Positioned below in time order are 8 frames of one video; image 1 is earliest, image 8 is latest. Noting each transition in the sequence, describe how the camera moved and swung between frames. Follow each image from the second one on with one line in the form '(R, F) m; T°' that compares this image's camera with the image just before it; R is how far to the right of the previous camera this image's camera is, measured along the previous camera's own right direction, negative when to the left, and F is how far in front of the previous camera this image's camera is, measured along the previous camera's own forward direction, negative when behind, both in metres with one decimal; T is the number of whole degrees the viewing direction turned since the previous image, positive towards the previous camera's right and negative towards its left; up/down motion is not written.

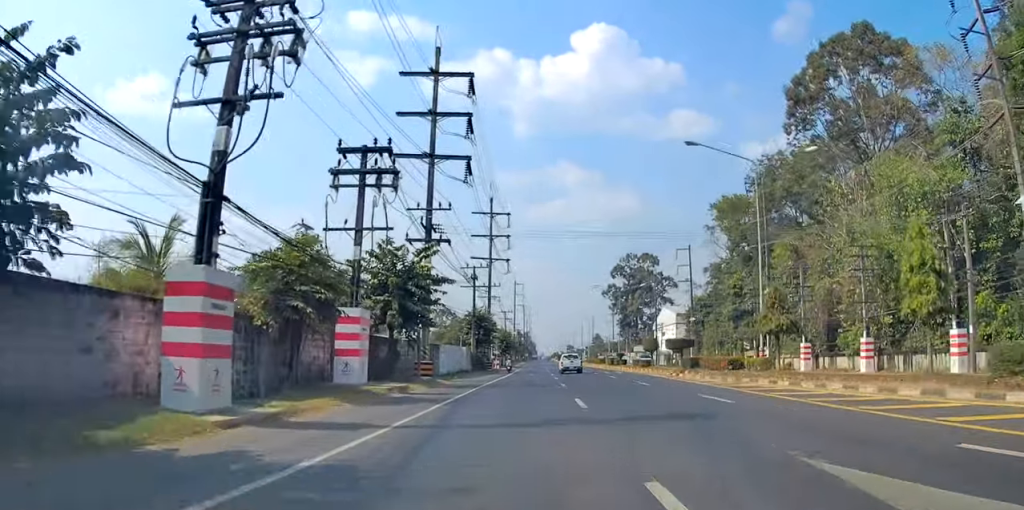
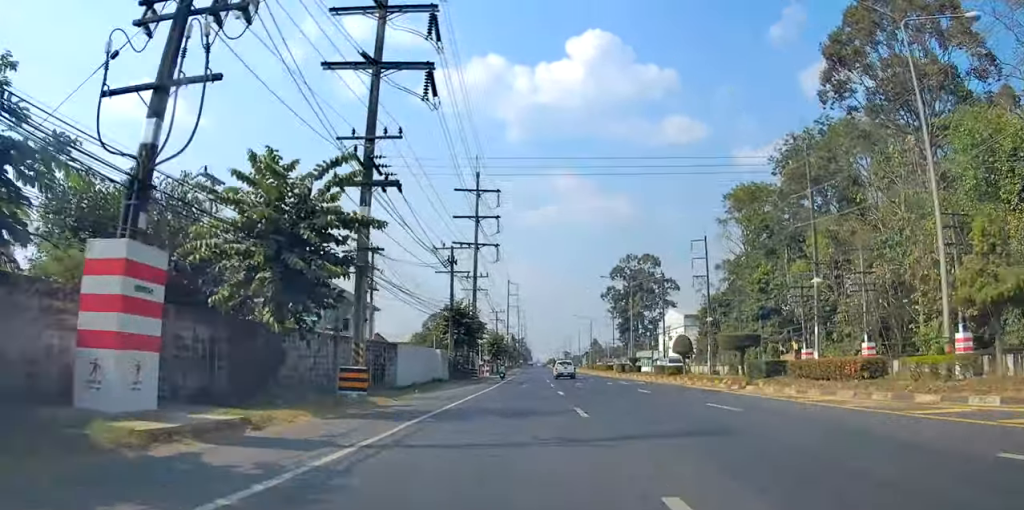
(+0.4, +13.3) m; 0°
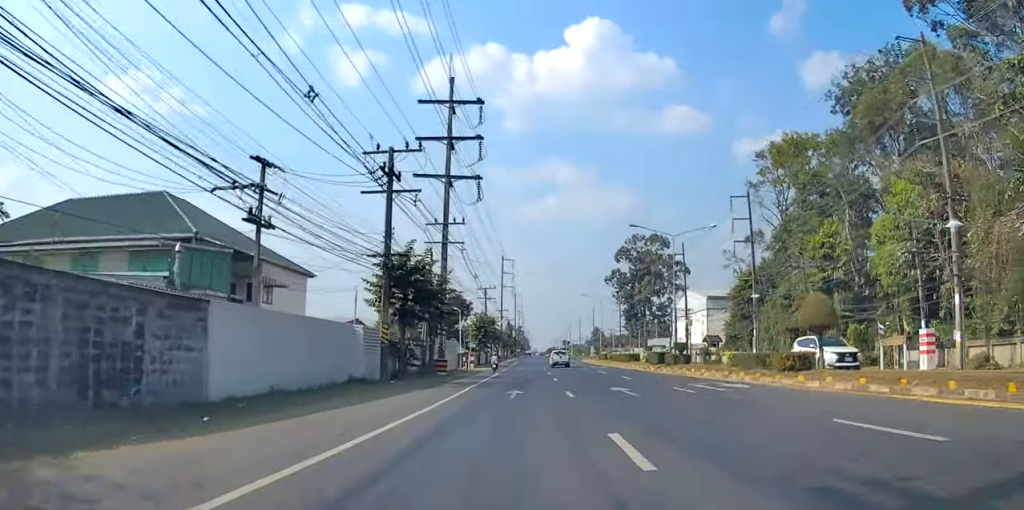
(-0.7, +20.2) m; 0°
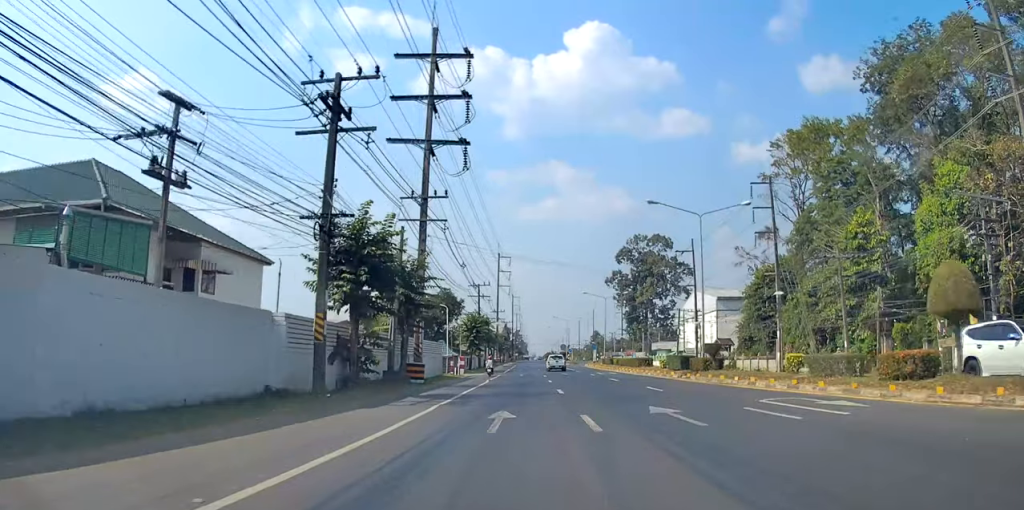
(+0.3, +7.8) m; 0°
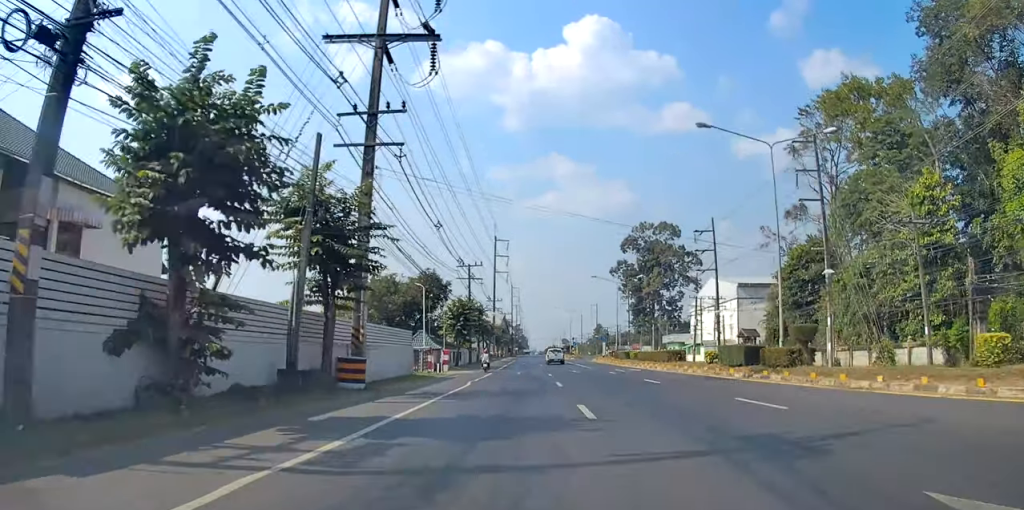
(+0.3, +11.7) m; 0°
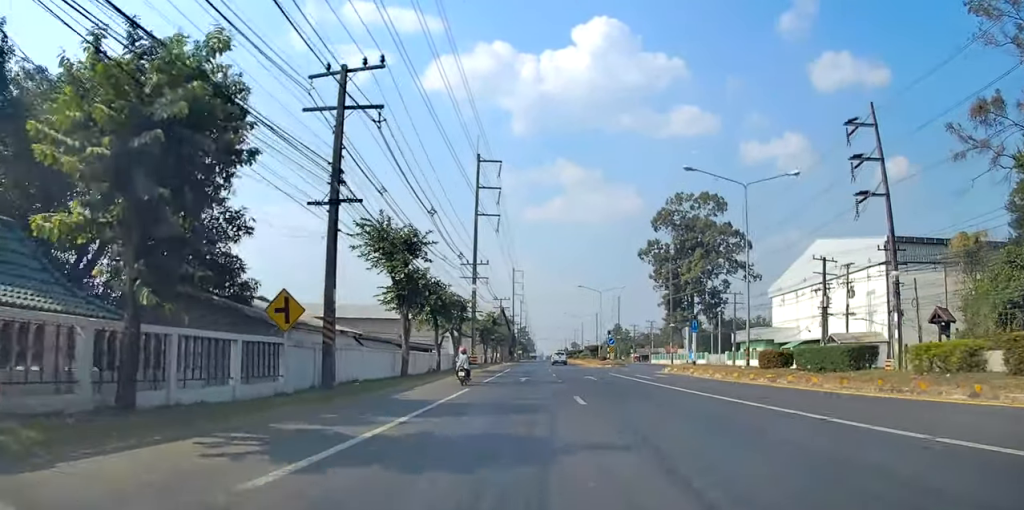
(+0.2, +44.5) m; +2°
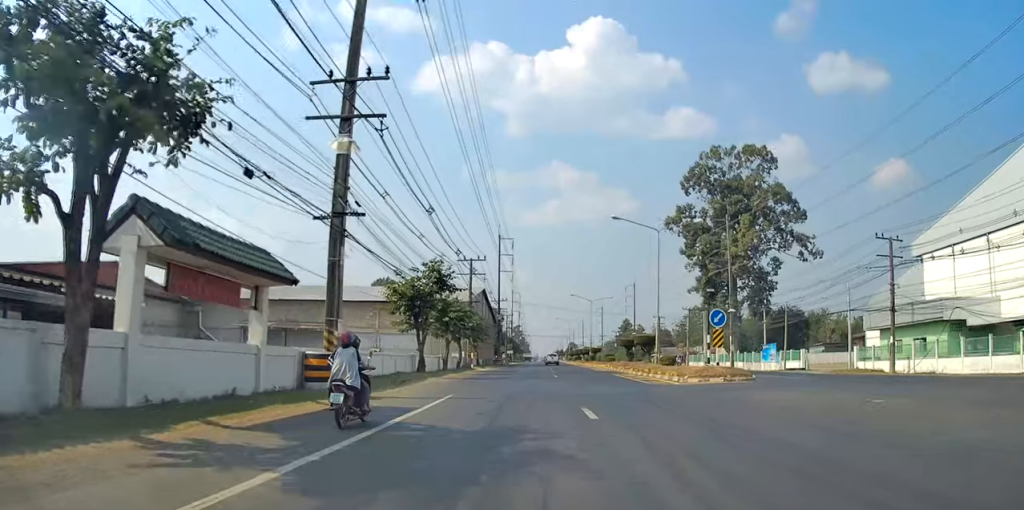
(-0.1, +40.2) m; -1°
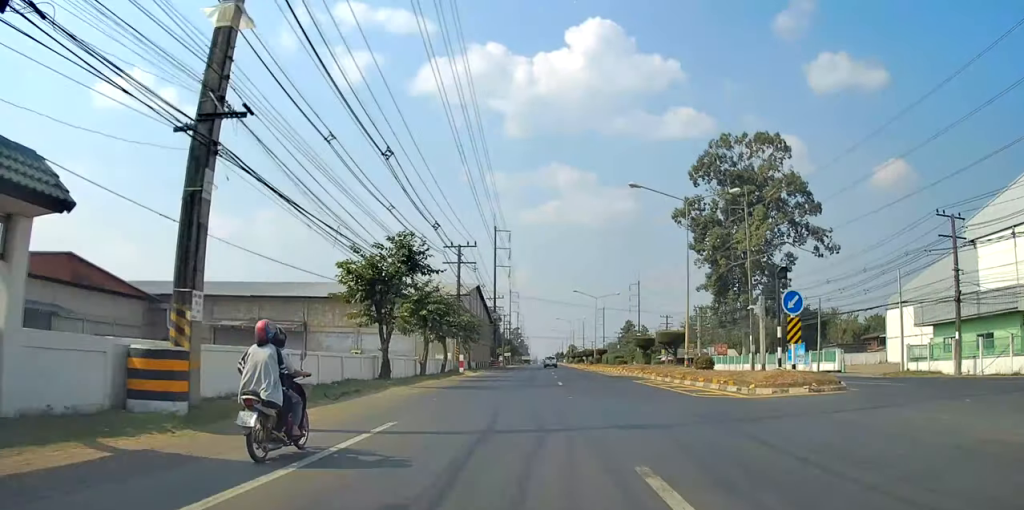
(+0.2, +7.9) m; -1°
